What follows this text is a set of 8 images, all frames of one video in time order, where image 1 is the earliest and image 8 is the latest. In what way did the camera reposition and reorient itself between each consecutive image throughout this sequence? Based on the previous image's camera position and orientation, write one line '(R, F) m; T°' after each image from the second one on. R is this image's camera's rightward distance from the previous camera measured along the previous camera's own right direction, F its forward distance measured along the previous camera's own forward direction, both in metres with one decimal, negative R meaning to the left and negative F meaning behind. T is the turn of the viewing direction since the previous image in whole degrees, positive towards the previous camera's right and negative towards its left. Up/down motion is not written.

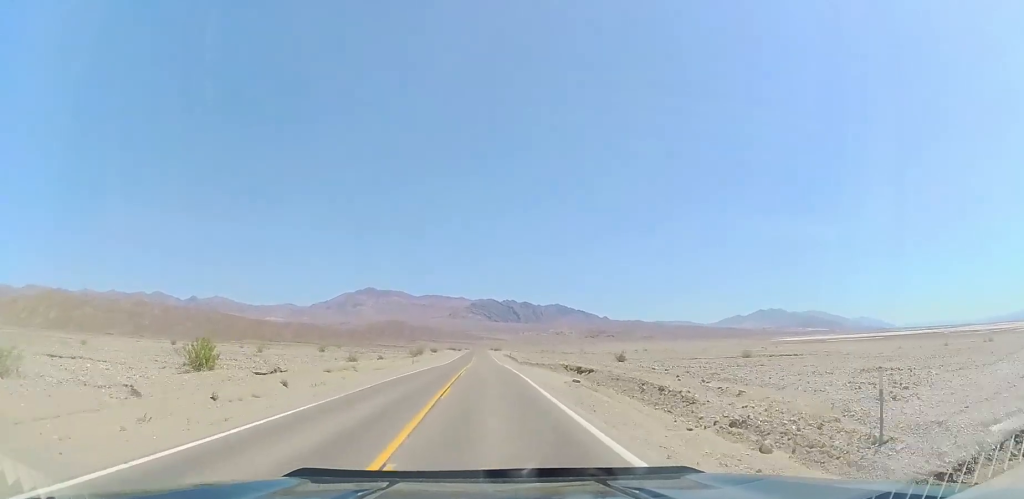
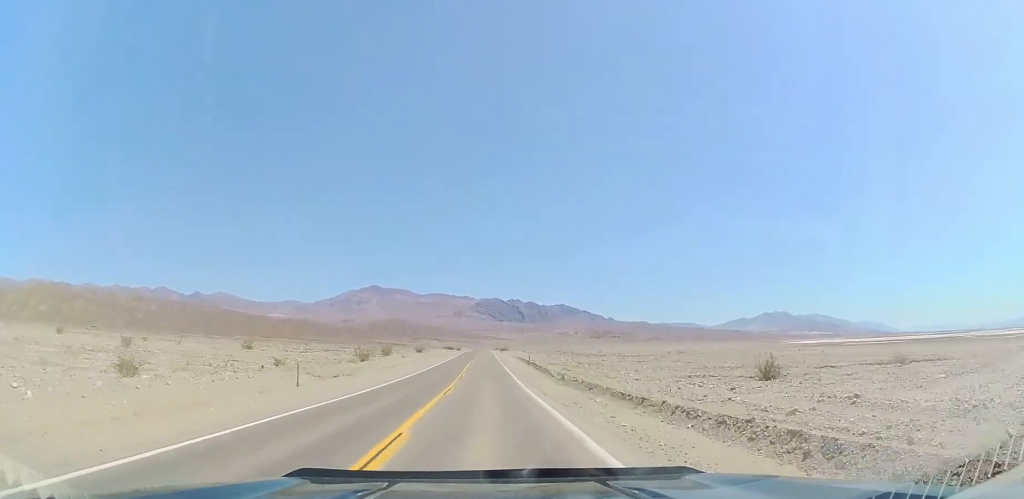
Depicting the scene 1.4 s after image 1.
(-0.1, +40.0) m; -1°
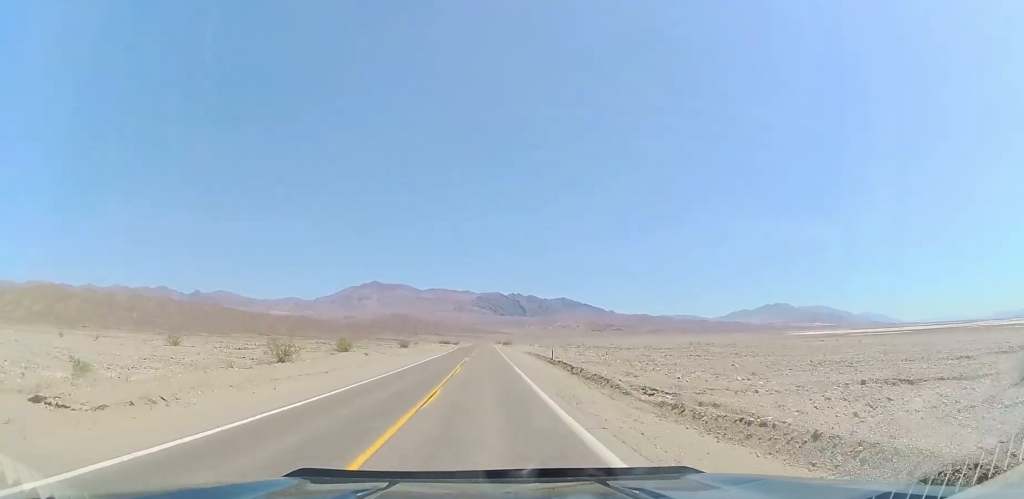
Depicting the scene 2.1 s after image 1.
(-0.3, +21.5) m; 0°
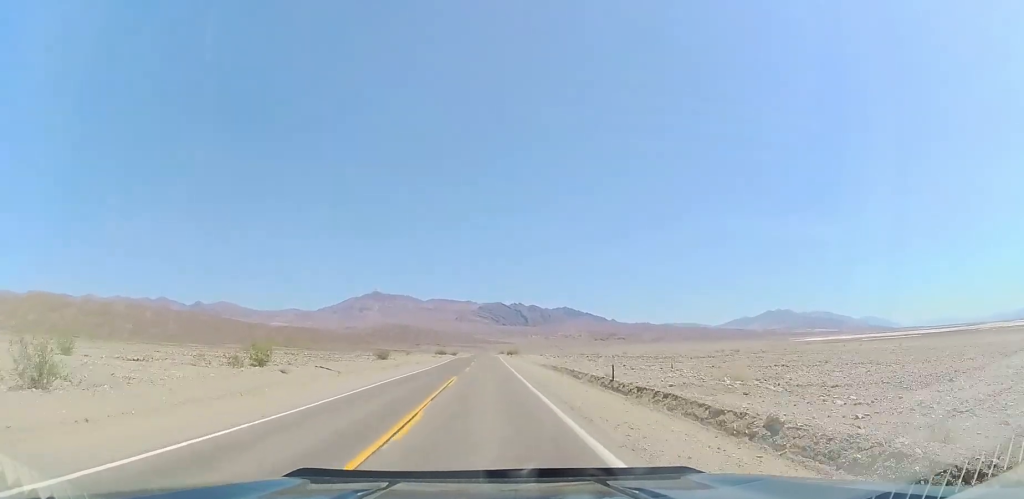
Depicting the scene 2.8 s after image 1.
(+0.1, +19.6) m; 0°
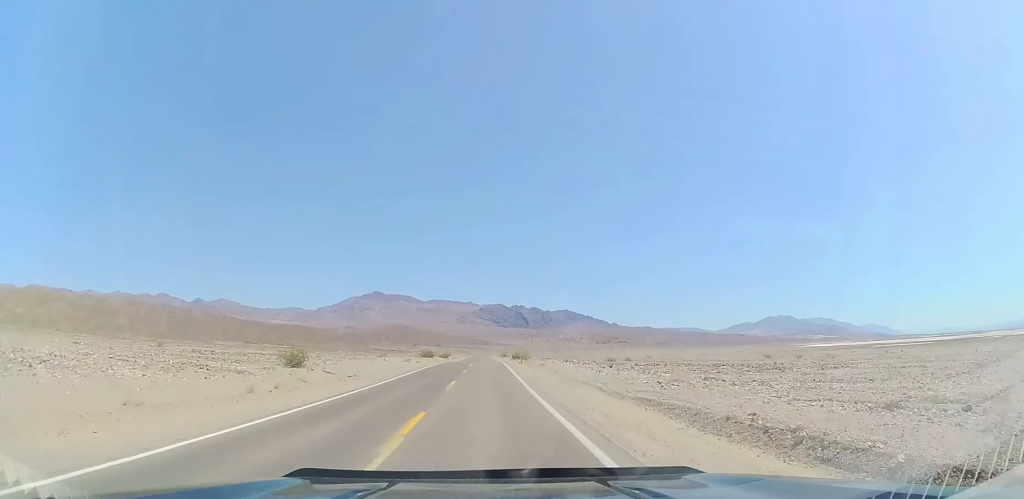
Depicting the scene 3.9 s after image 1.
(+0.2, +32.6) m; 0°
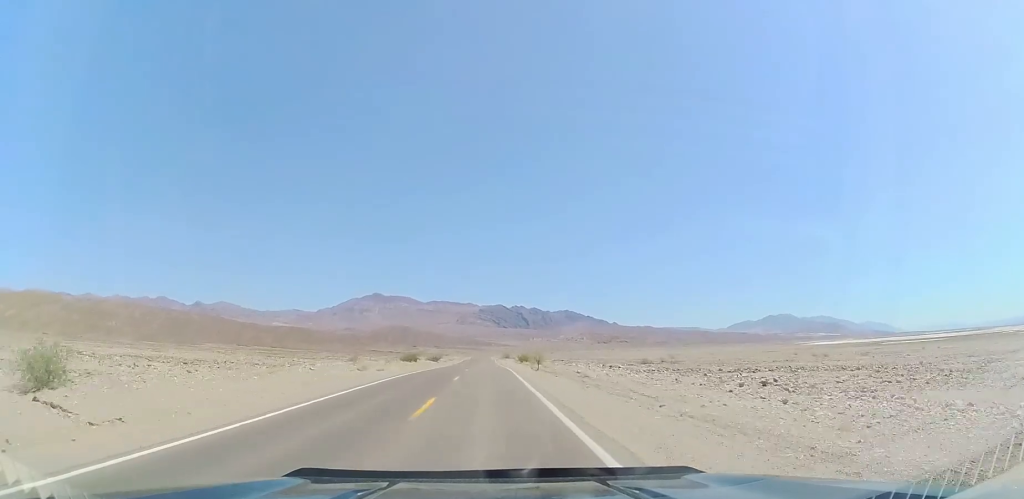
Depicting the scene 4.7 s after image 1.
(0.0, +24.7) m; 0°
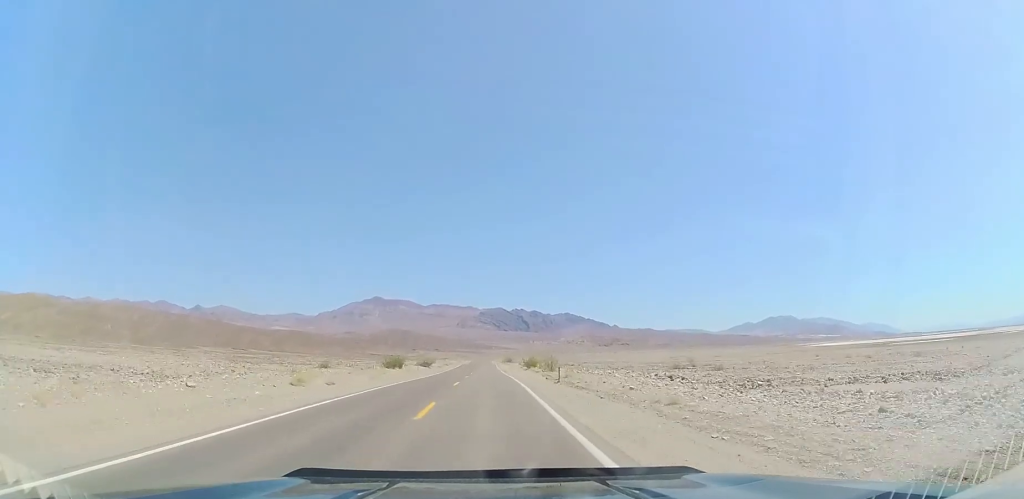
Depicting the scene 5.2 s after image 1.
(+0.1, +14.8) m; 0°
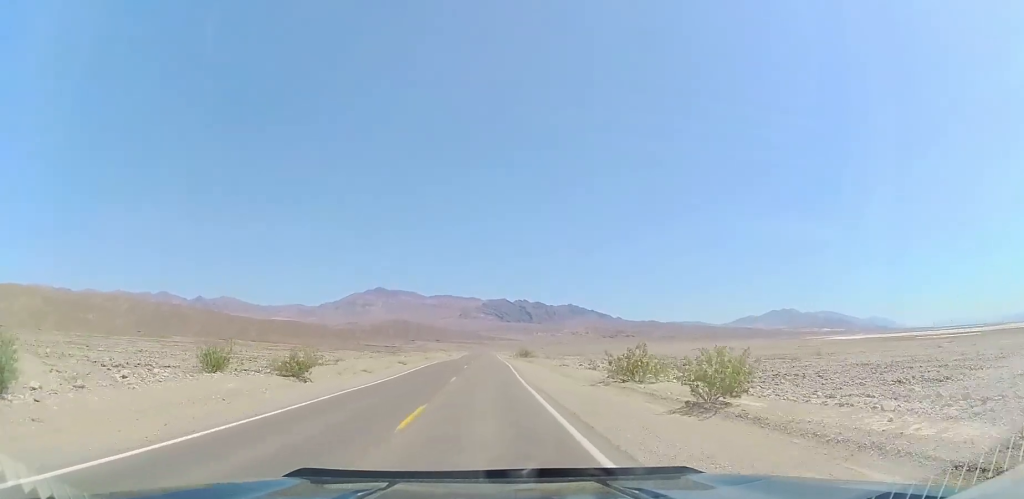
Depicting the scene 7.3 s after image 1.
(-0.8, +61.9) m; -1°
